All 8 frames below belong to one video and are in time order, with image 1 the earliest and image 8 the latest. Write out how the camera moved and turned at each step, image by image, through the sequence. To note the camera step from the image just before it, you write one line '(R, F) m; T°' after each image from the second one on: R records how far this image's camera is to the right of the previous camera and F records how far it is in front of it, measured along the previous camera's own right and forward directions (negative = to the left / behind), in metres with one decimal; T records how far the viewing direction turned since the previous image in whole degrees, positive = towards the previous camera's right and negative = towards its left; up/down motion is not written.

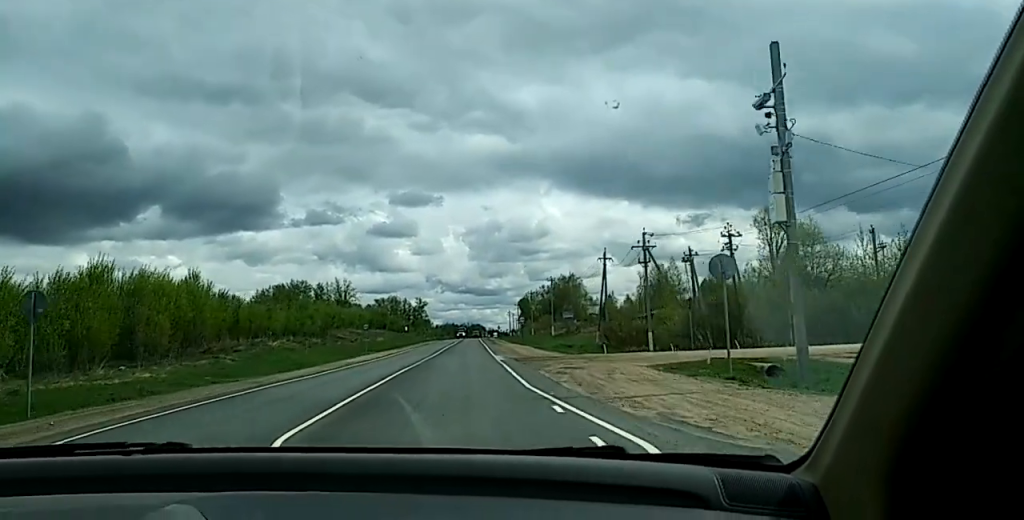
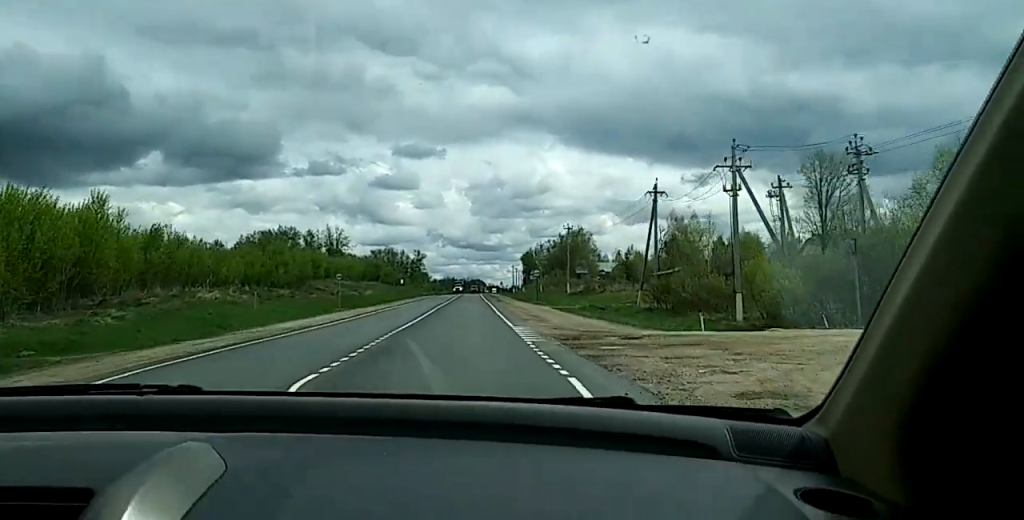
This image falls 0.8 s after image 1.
(0.0, +19.6) m; 0°
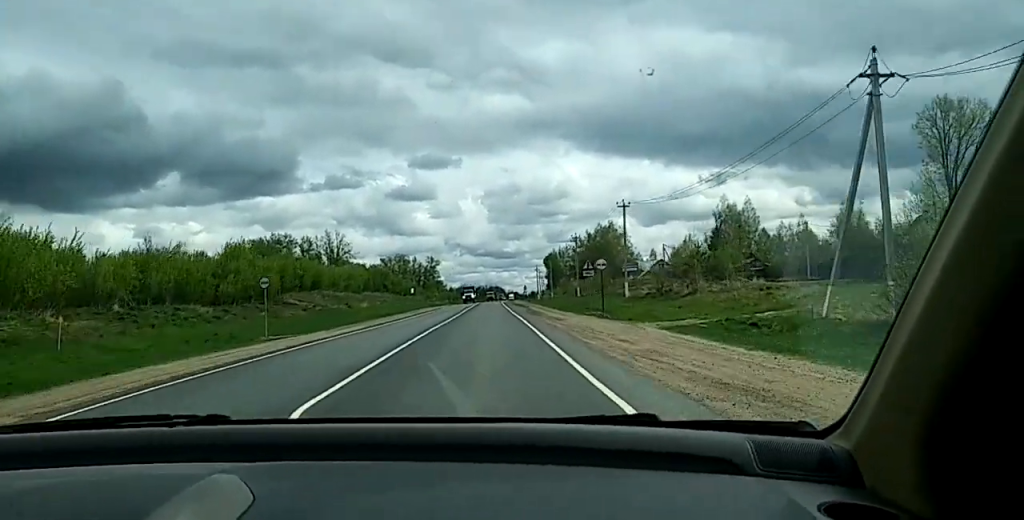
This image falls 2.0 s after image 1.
(+0.2, +28.8) m; +1°
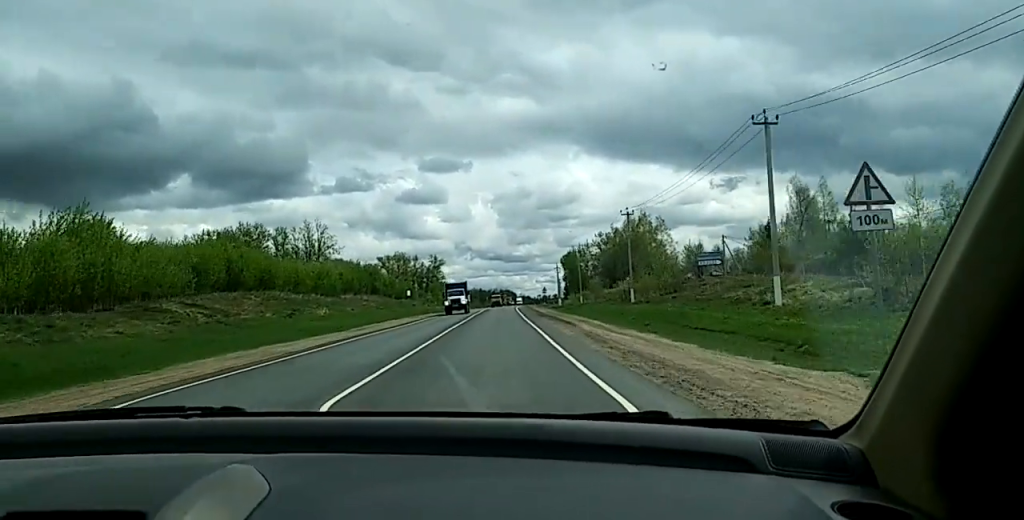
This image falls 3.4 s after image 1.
(-0.2, +36.9) m; 0°
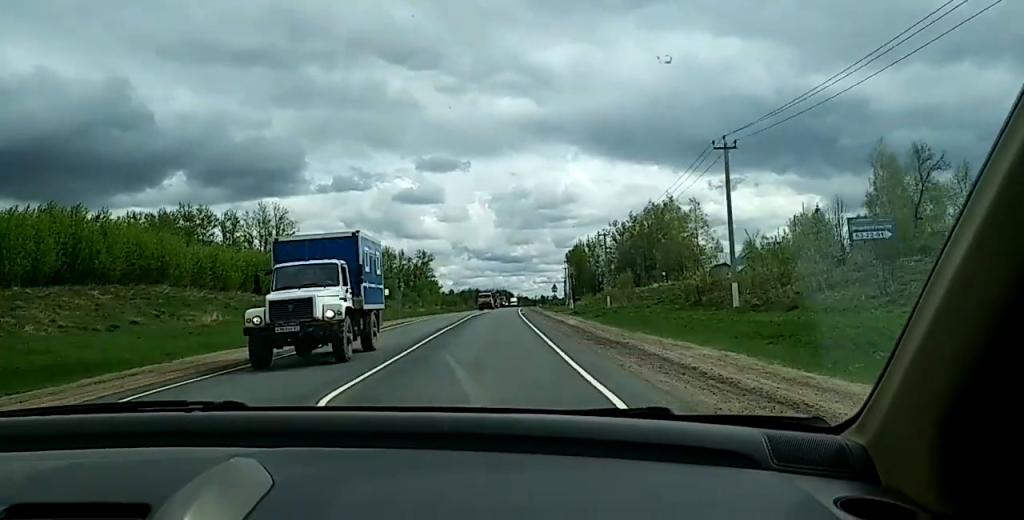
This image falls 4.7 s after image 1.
(+0.6, +31.5) m; 0°
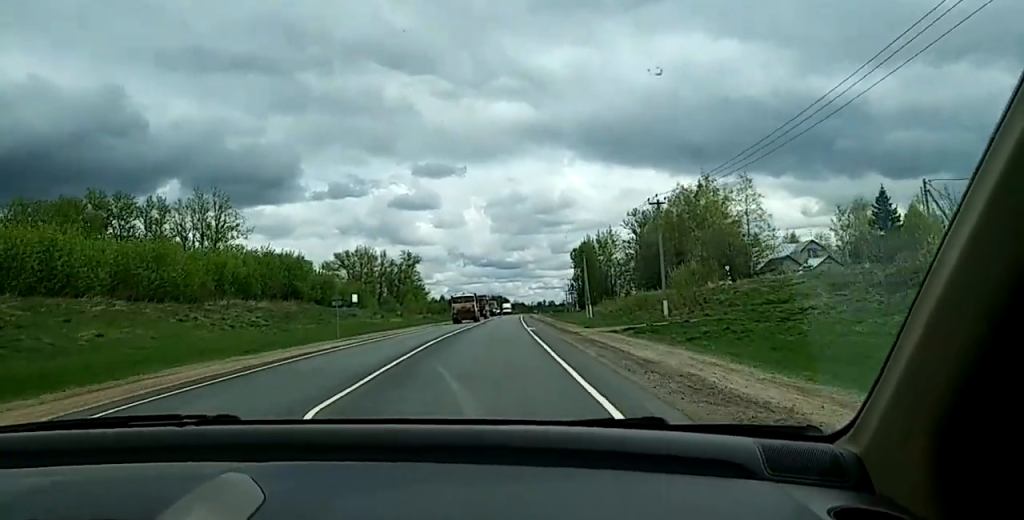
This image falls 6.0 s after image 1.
(-0.3, +30.4) m; 0°
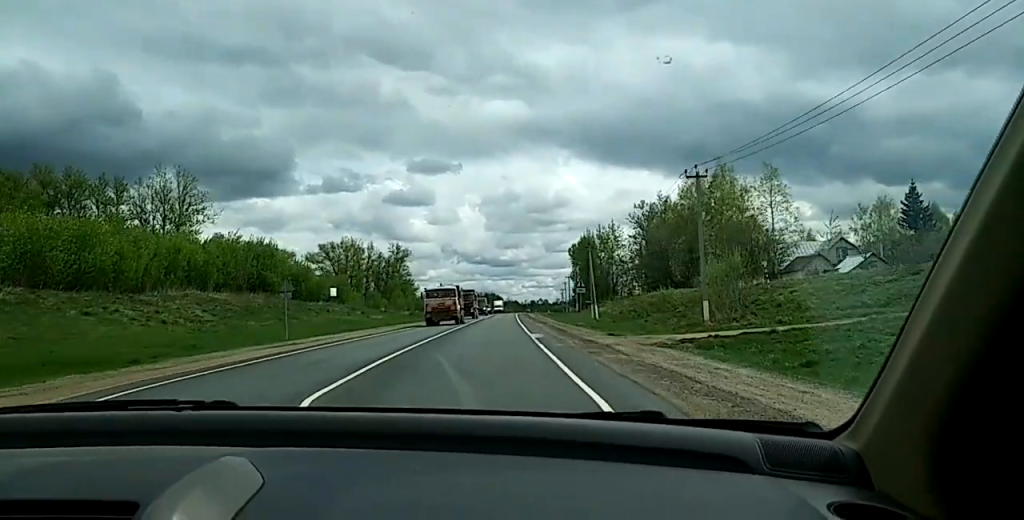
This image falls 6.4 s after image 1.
(+0.2, +11.8) m; 0°
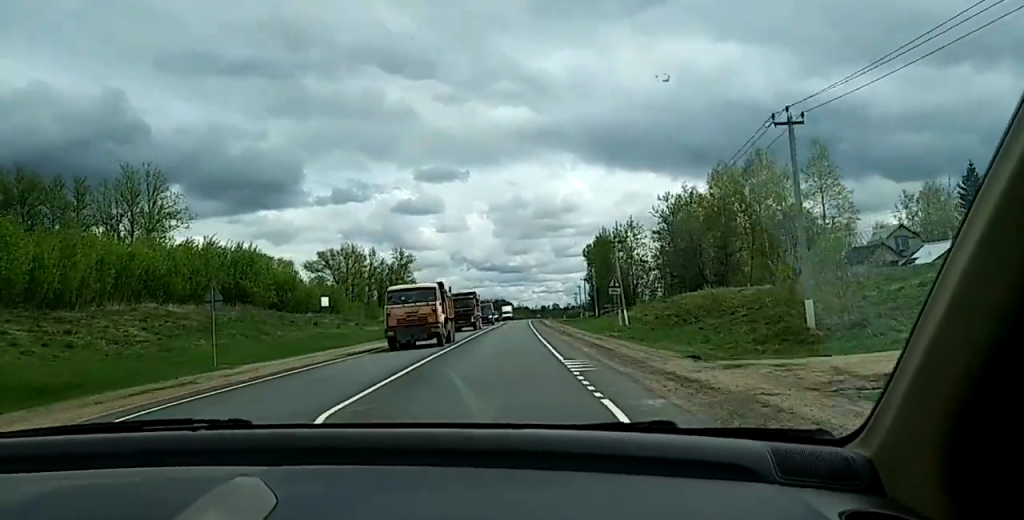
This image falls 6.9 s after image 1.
(-0.1, +12.0) m; 0°
